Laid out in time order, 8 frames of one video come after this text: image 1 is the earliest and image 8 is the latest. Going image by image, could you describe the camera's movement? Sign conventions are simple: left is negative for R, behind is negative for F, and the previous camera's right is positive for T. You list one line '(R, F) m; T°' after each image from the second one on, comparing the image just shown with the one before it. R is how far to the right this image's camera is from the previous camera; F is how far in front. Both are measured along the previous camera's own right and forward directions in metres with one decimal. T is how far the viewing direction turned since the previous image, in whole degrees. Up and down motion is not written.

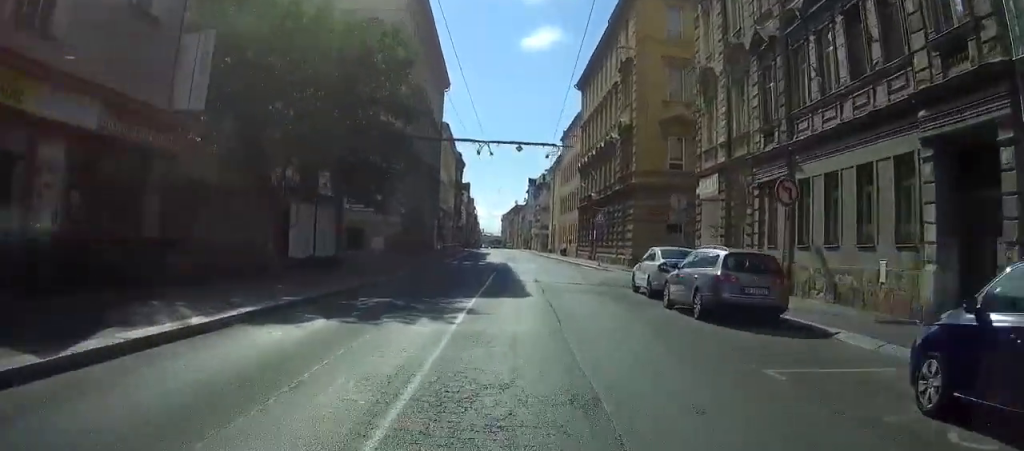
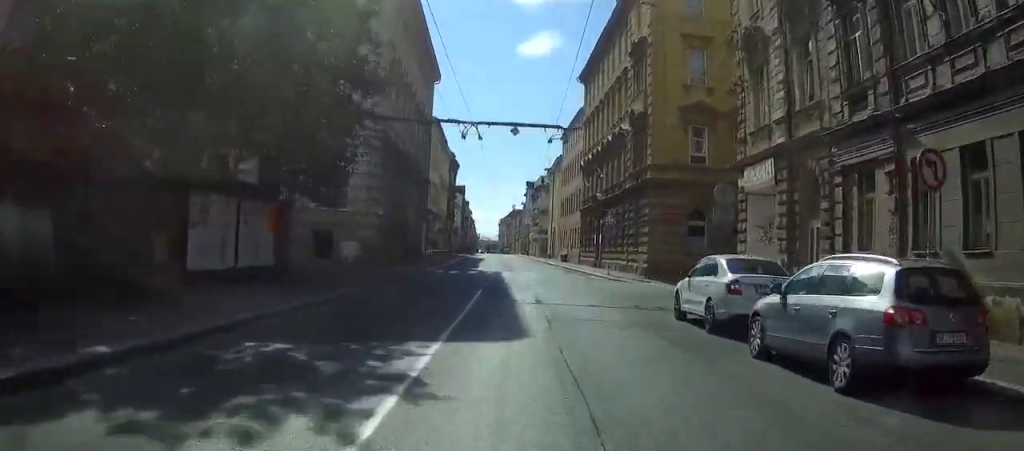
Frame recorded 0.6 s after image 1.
(0.0, +7.0) m; -1°
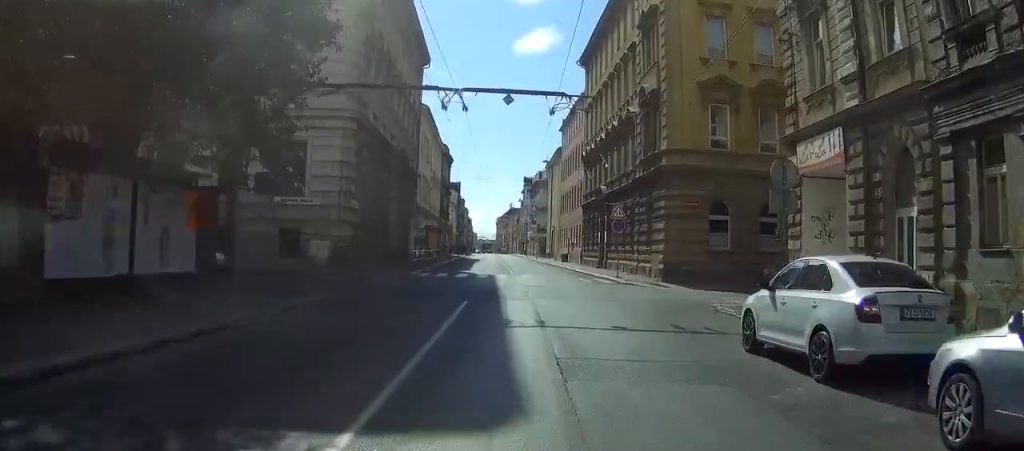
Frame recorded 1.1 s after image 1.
(0.0, +5.4) m; -1°
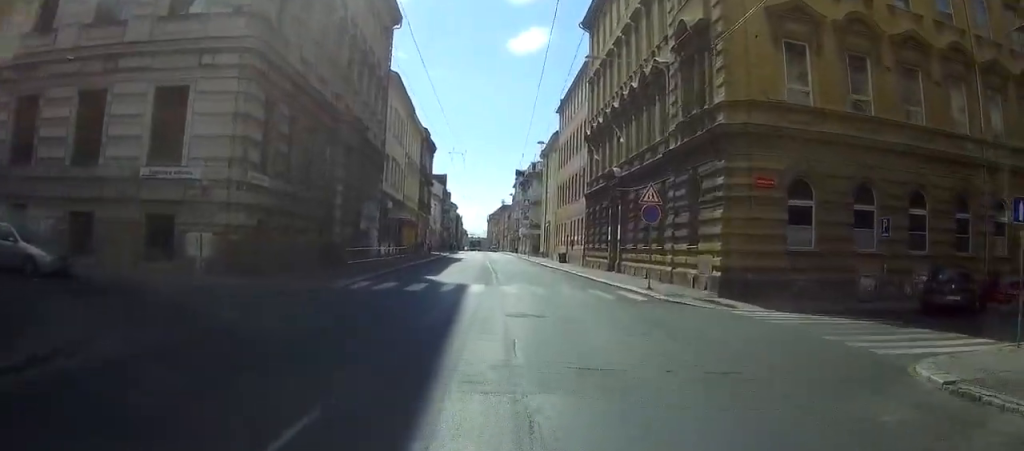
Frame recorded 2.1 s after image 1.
(-0.3, +12.2) m; -1°
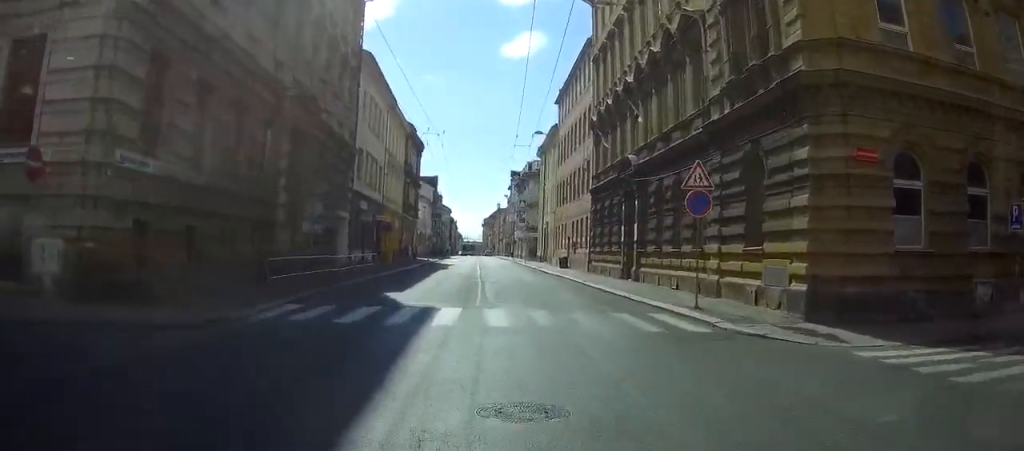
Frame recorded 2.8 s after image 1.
(0.0, +7.9) m; +1°
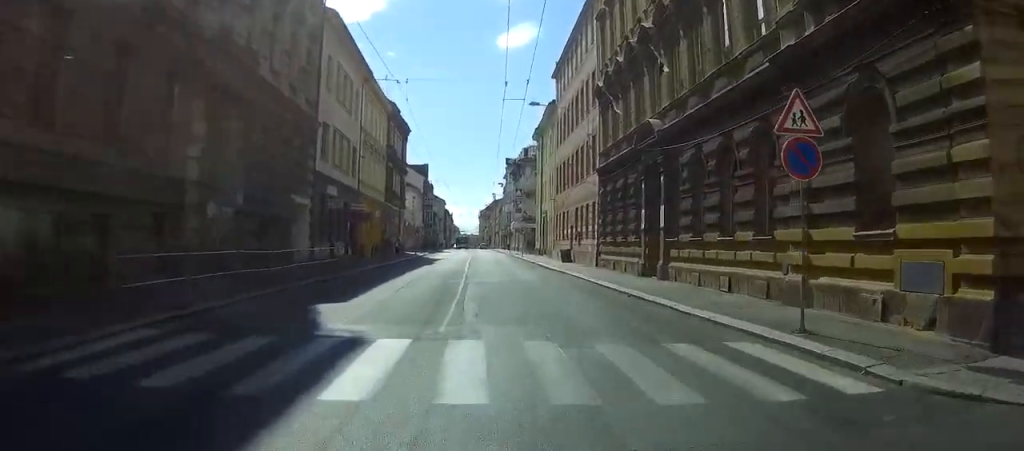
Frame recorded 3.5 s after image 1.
(+0.1, +7.4) m; +1°
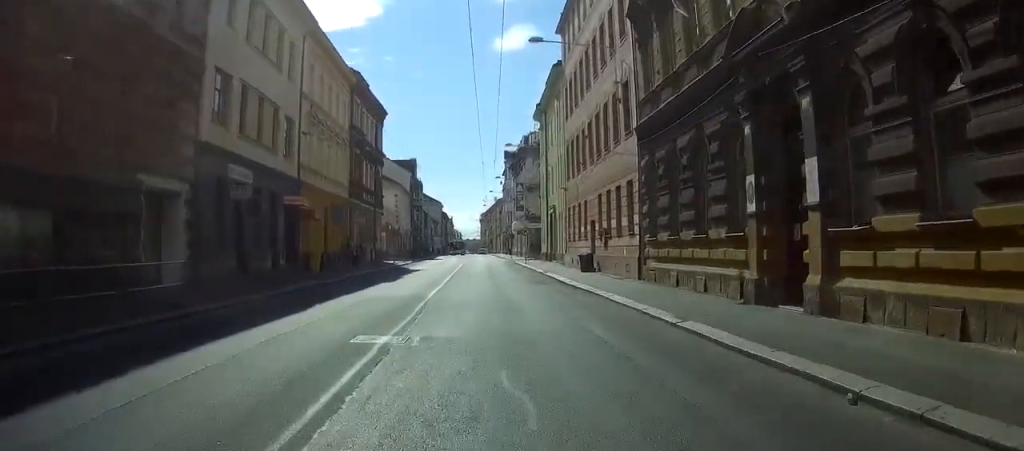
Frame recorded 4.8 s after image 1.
(+0.3, +14.0) m; +1°
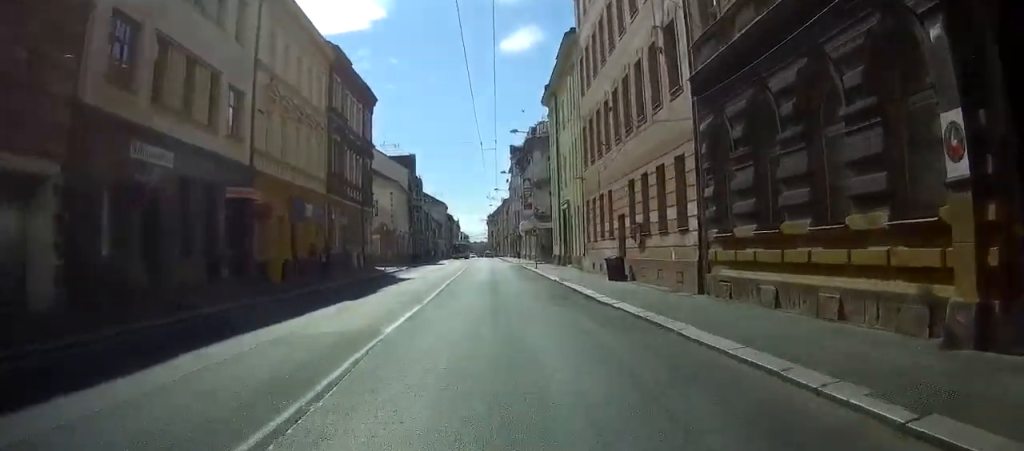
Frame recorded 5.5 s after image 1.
(-0.1, +7.7) m; -2°
